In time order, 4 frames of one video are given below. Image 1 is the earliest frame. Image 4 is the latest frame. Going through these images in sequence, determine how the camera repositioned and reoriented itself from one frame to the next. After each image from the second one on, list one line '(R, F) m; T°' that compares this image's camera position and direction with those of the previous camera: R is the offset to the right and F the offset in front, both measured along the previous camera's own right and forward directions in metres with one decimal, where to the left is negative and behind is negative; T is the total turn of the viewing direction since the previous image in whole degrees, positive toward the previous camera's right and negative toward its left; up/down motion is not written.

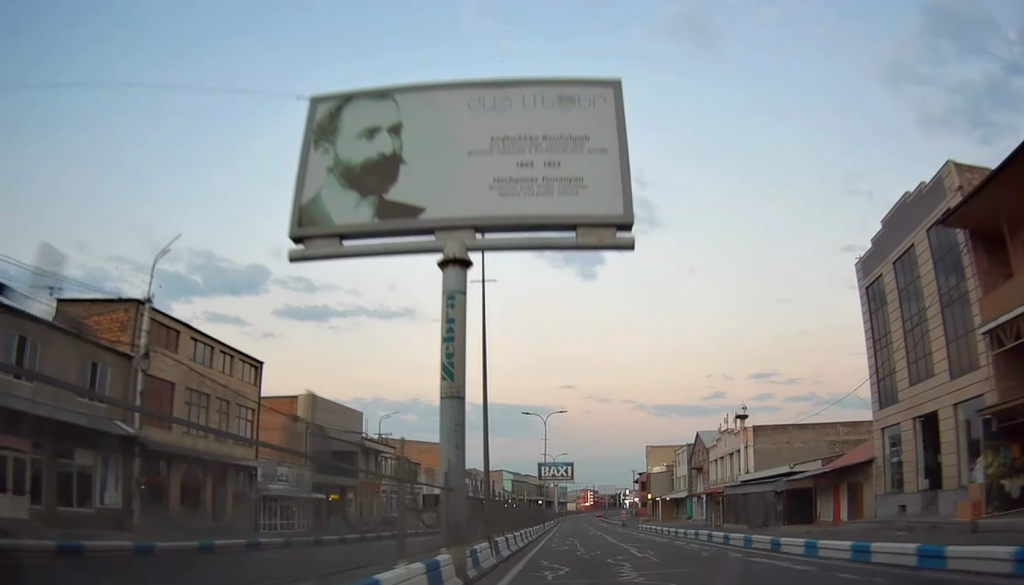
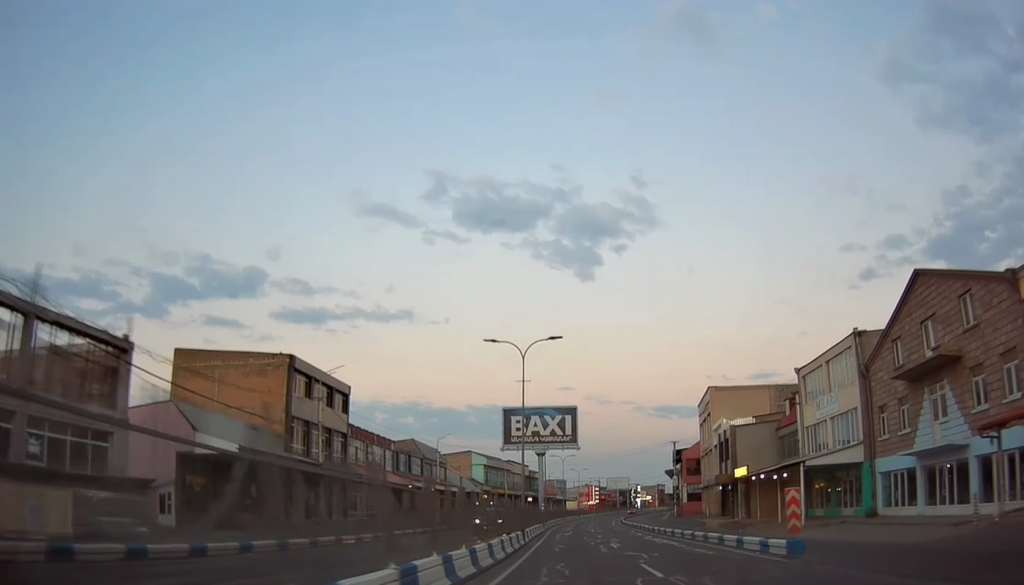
(+0.3, +57.6) m; +1°
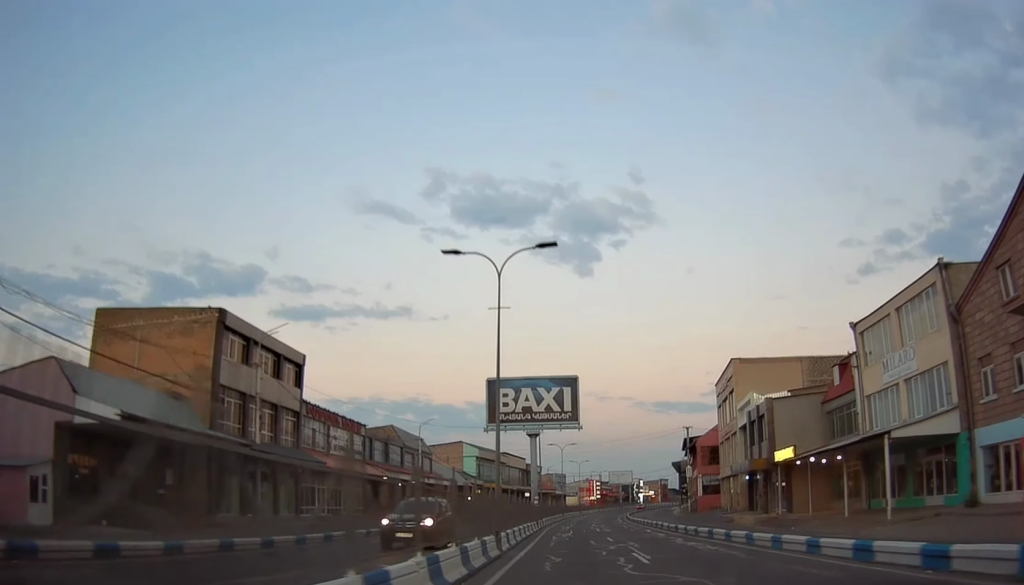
(+0.1, +10.3) m; 0°
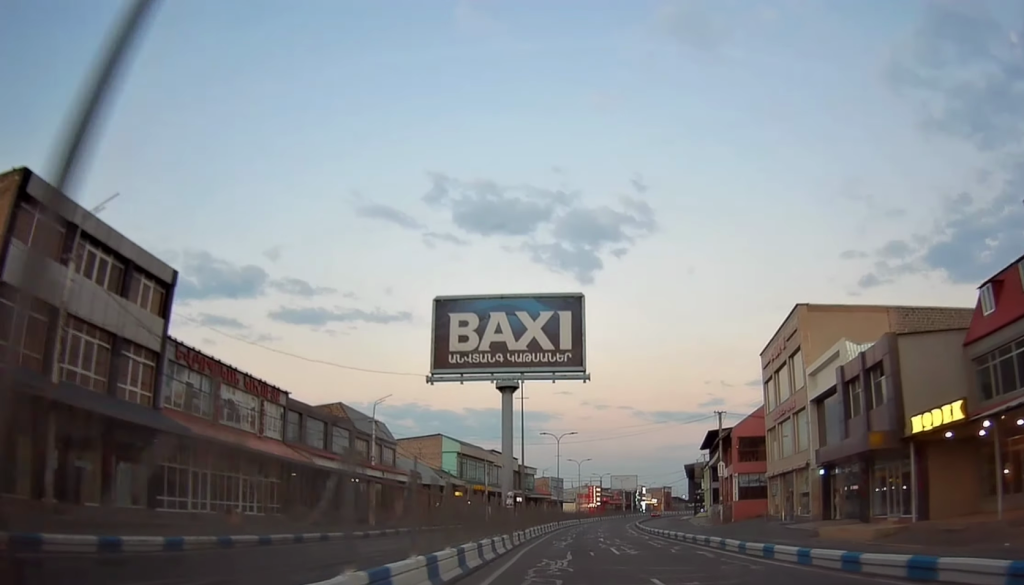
(0.0, +17.8) m; 0°
